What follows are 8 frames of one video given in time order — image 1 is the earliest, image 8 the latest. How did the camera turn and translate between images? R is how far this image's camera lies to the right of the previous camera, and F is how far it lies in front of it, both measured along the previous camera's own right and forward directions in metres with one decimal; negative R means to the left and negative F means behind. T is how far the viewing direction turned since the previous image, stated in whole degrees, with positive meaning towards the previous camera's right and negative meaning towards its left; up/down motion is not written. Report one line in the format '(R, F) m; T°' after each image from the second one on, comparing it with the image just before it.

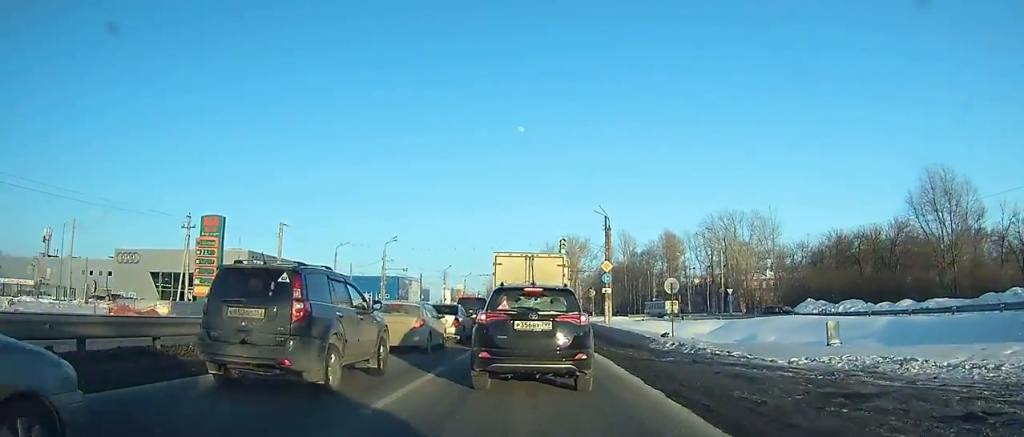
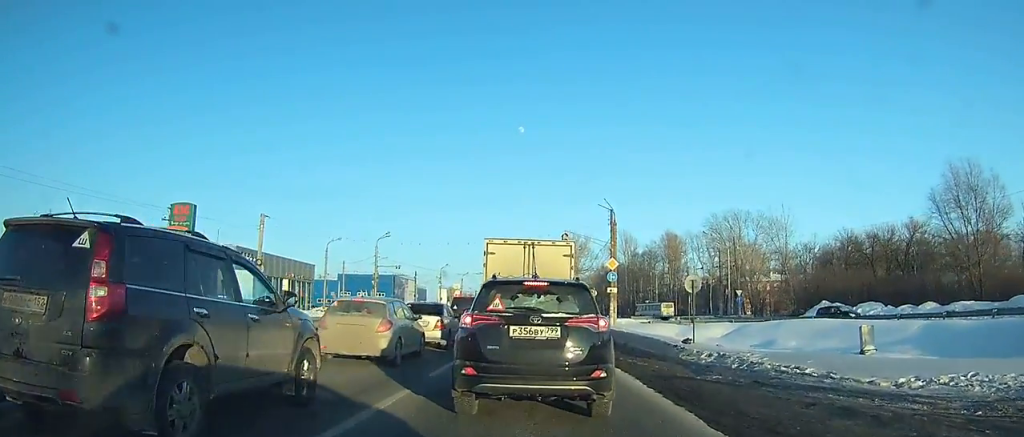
(0.0, +6.6) m; 0°
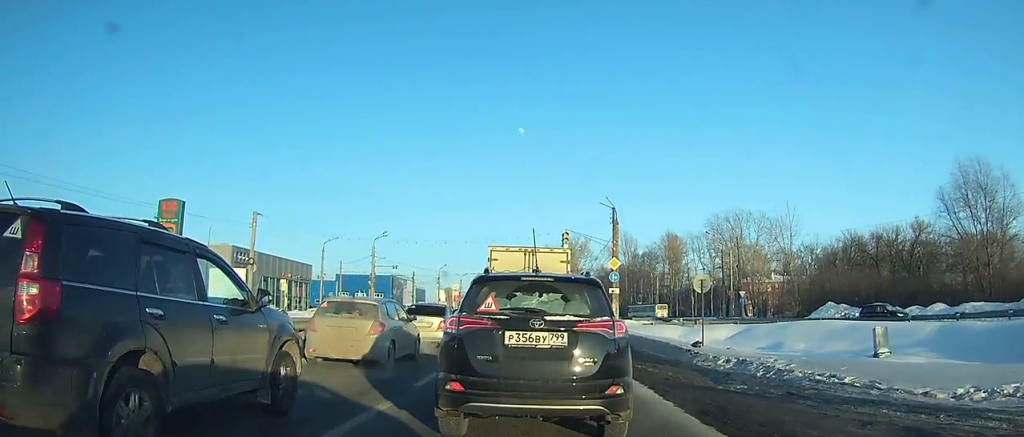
(-0.1, +3.3) m; -1°
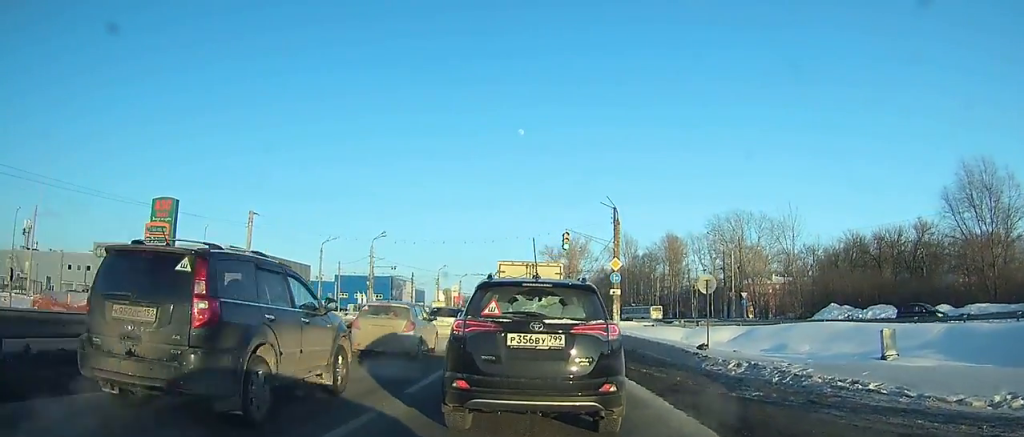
(0.0, +2.8) m; -1°
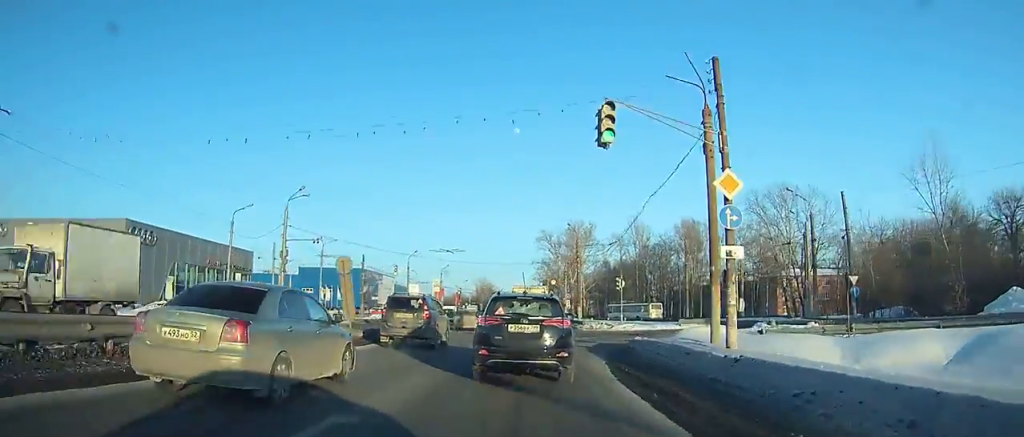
(+0.1, +22.9) m; +1°
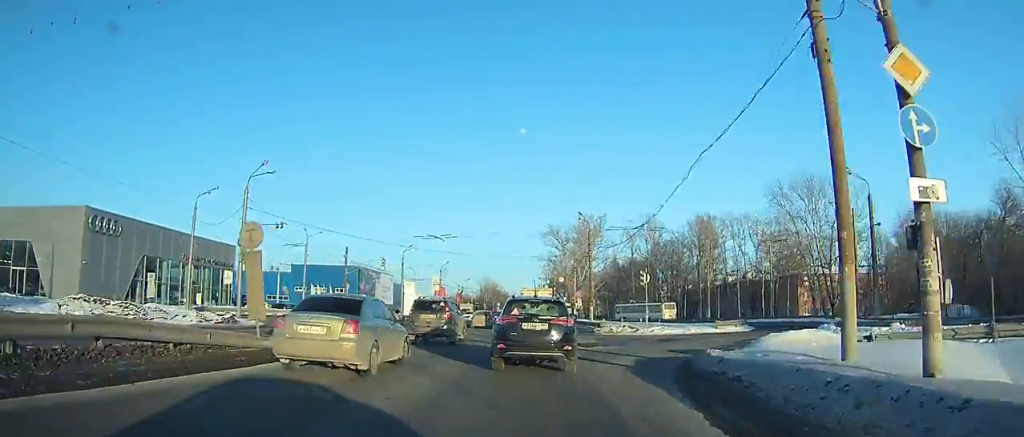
(0.0, +8.8) m; 0°
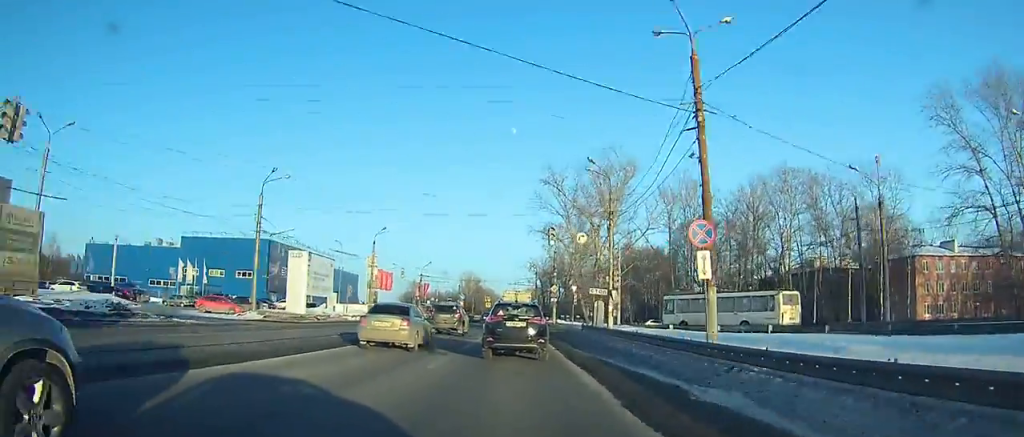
(+0.1, +43.1) m; 0°
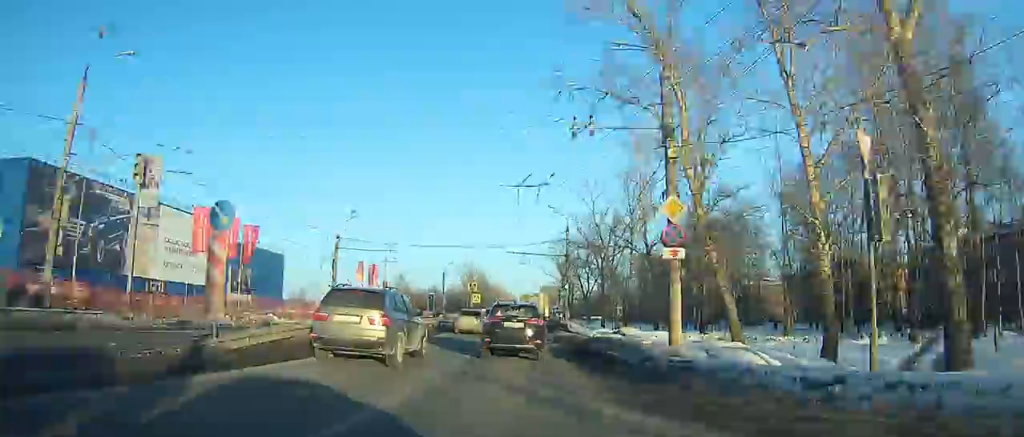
(-0.2, +57.8) m; -1°
